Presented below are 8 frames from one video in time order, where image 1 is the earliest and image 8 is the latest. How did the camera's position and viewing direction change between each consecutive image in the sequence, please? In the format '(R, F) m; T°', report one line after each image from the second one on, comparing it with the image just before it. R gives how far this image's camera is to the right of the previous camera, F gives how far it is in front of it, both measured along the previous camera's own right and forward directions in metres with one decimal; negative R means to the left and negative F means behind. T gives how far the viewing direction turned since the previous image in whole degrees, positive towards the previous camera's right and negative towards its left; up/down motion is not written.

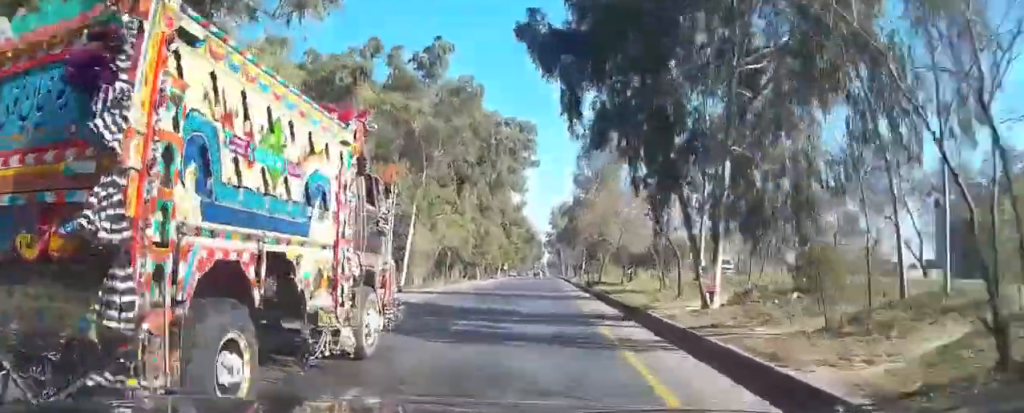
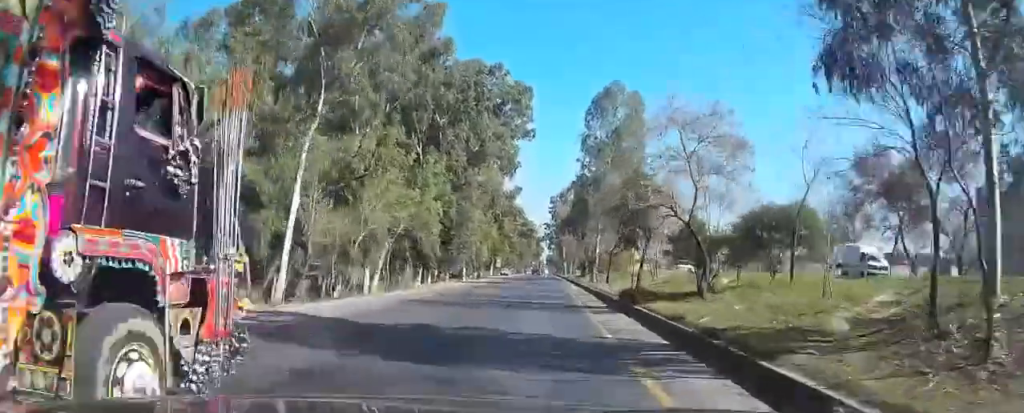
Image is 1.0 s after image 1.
(-0.2, +20.2) m; -1°
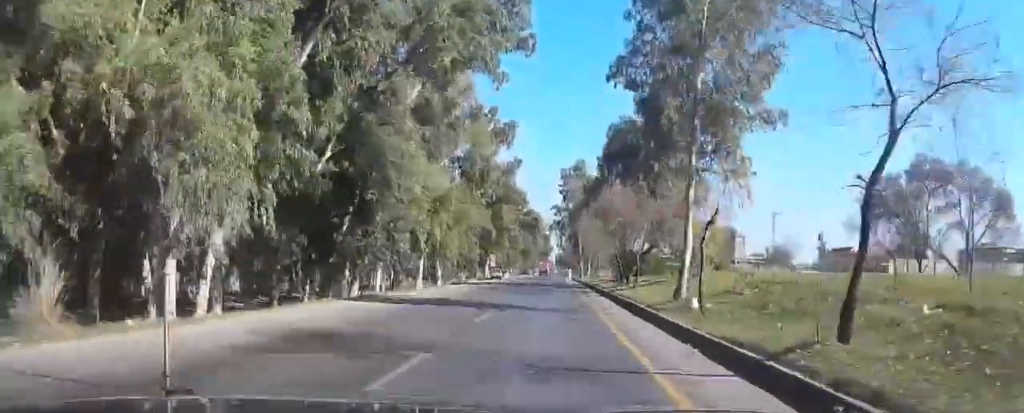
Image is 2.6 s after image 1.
(-0.1, +31.1) m; 0°
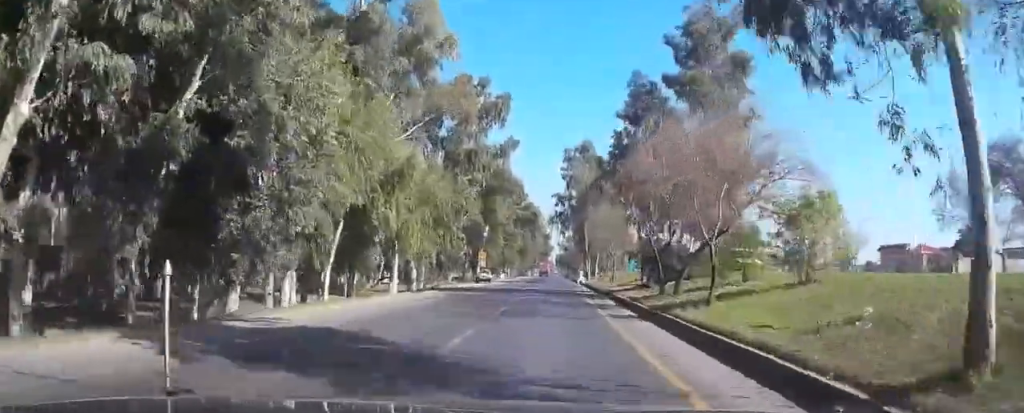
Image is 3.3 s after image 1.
(-0.1, +14.3) m; 0°
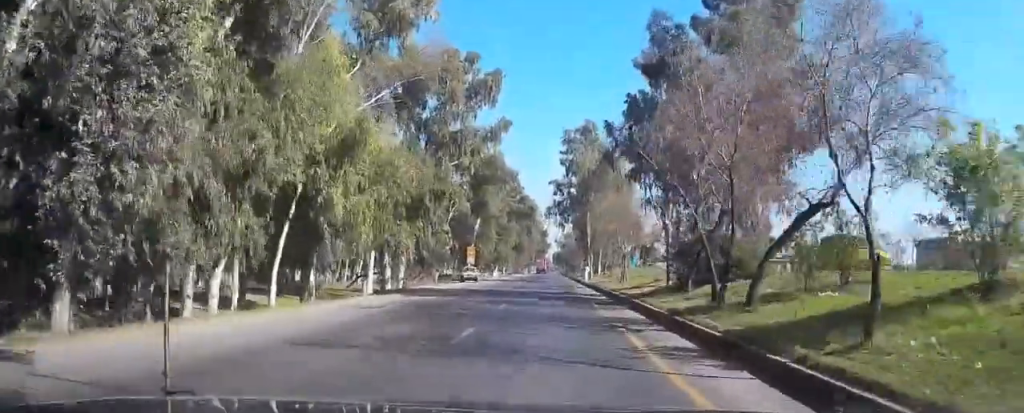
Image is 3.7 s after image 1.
(0.0, +8.8) m; 0°
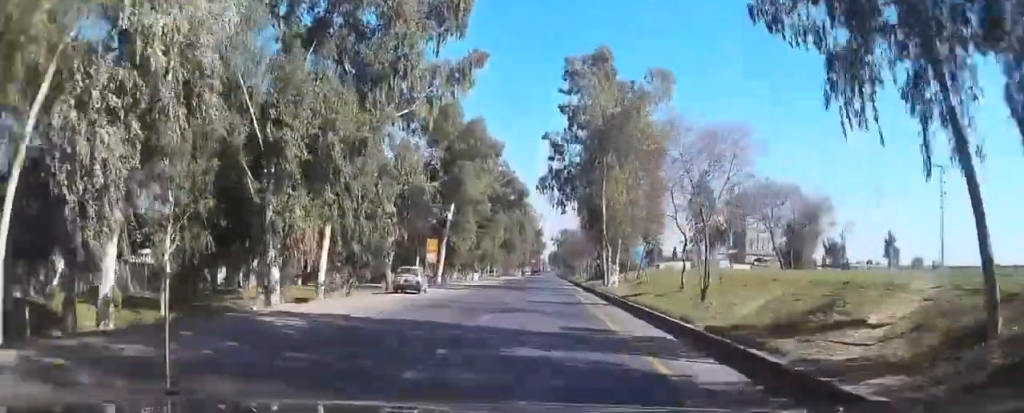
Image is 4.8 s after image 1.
(0.0, +21.0) m; 0°
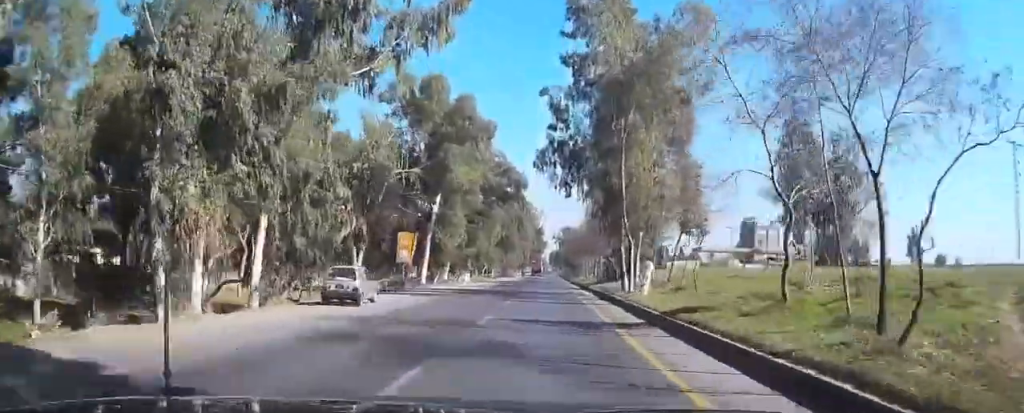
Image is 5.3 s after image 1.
(0.0, +10.7) m; 0°
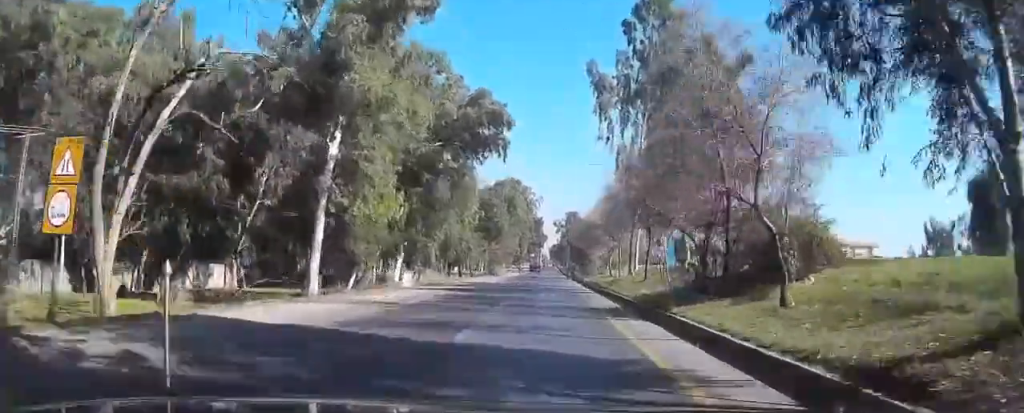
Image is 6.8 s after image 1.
(0.0, +30.4) m; +1°
